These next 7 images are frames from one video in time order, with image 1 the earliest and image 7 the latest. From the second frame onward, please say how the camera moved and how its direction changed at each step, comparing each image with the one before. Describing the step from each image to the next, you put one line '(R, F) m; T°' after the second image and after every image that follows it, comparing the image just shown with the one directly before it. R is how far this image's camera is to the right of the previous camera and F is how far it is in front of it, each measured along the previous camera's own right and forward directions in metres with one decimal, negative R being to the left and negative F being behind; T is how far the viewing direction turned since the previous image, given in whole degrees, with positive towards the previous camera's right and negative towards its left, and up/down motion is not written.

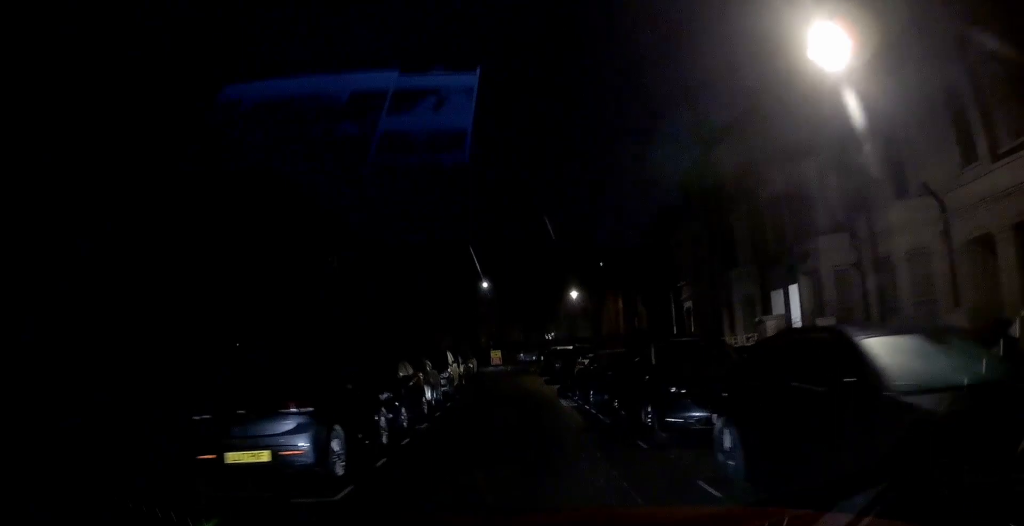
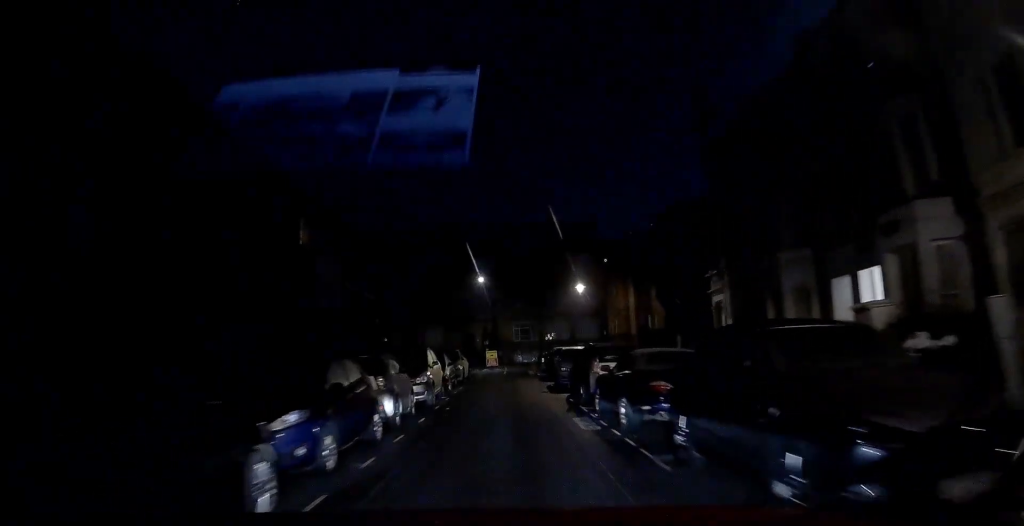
(-0.1, +4.4) m; -1°
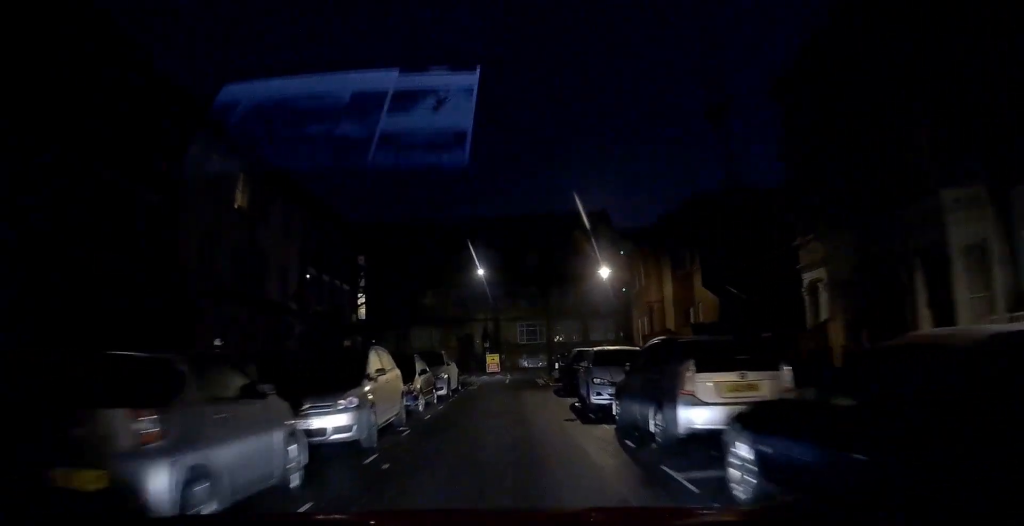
(+0.1, +7.3) m; +1°
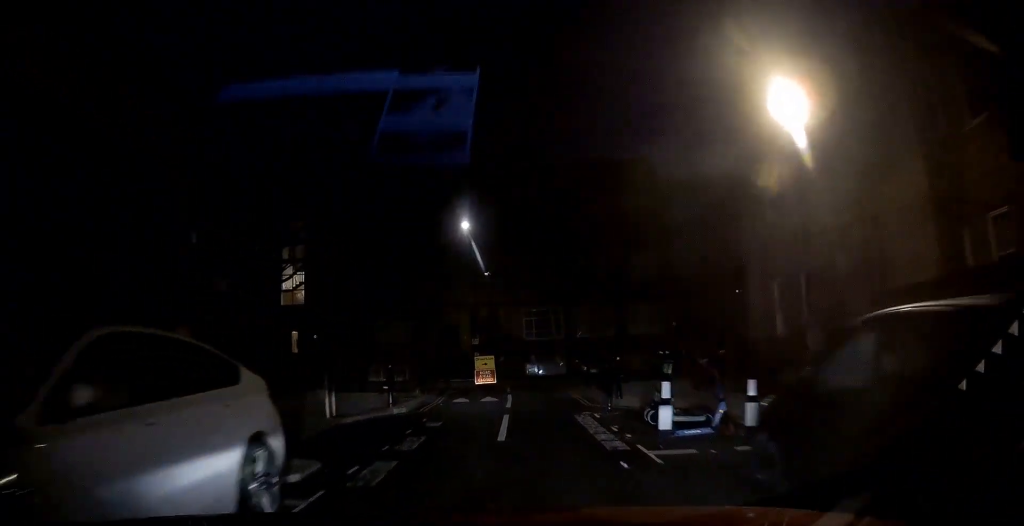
(+0.1, +17.8) m; 0°
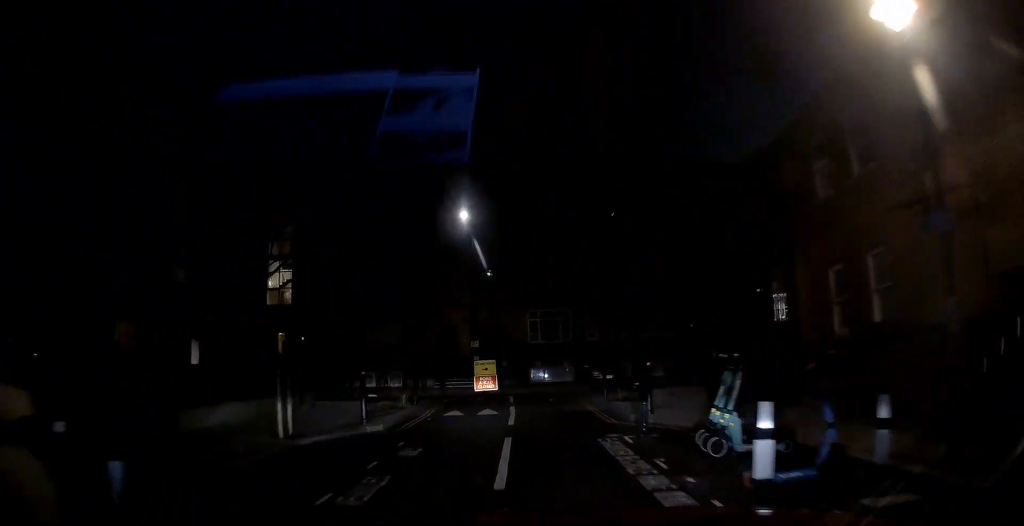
(0.0, +3.2) m; 0°
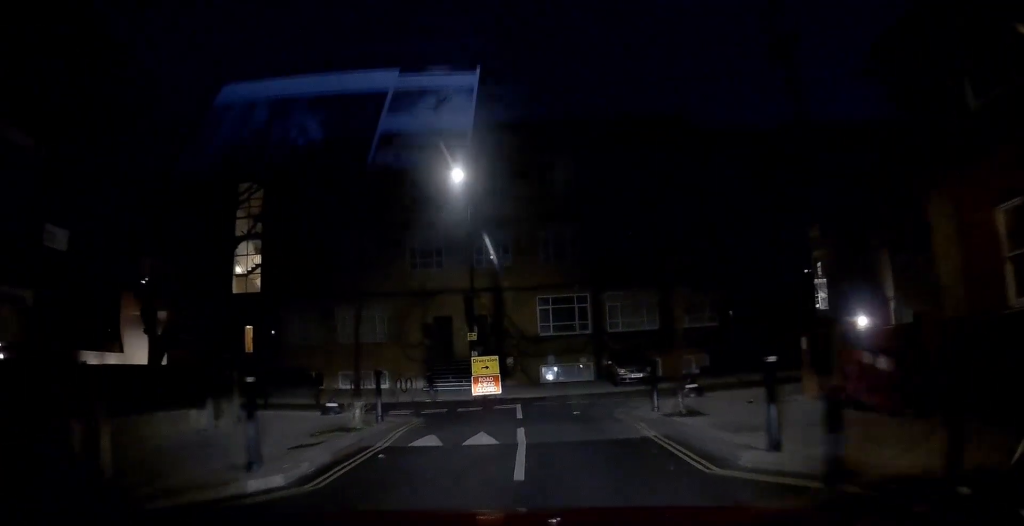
(+0.1, +6.0) m; +1°
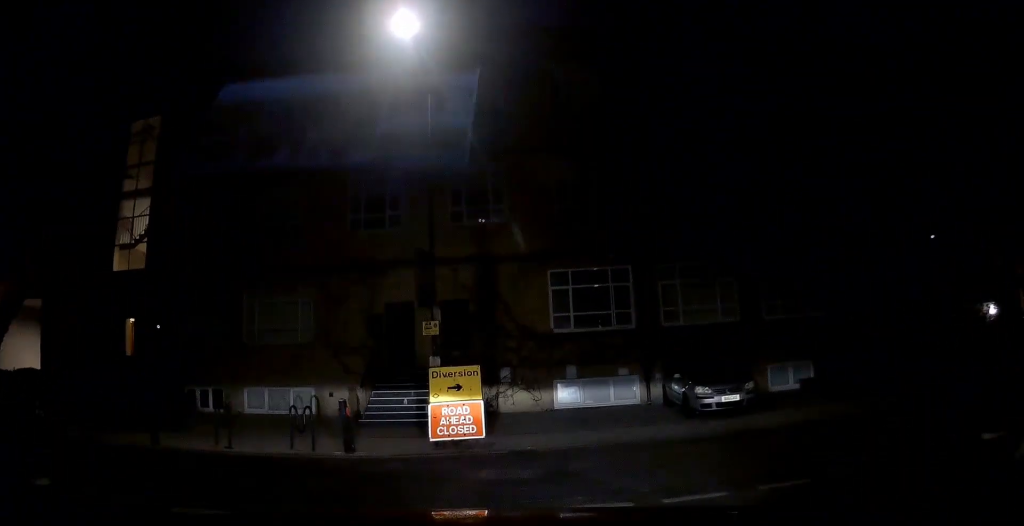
(0.0, +13.5) m; -1°
